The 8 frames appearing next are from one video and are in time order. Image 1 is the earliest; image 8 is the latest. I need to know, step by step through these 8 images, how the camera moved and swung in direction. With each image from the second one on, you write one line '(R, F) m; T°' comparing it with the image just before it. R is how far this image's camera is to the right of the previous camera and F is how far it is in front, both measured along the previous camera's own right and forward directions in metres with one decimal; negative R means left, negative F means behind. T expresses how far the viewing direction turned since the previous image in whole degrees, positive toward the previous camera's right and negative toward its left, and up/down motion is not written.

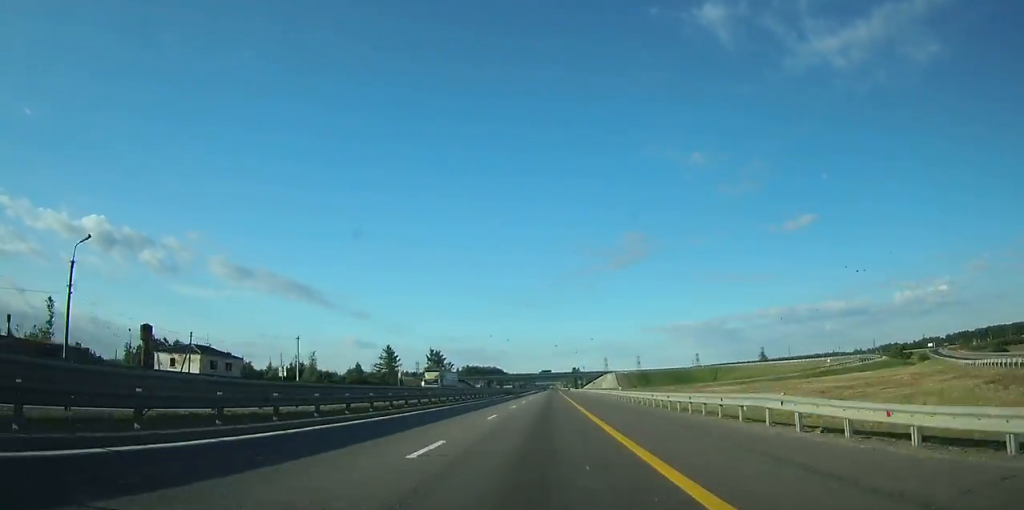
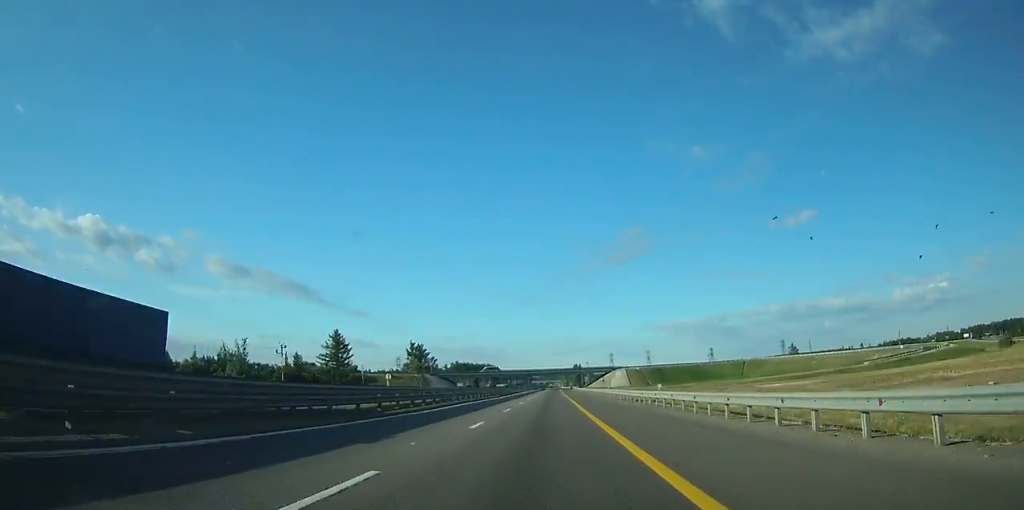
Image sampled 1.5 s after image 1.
(+0.1, +42.0) m; 0°
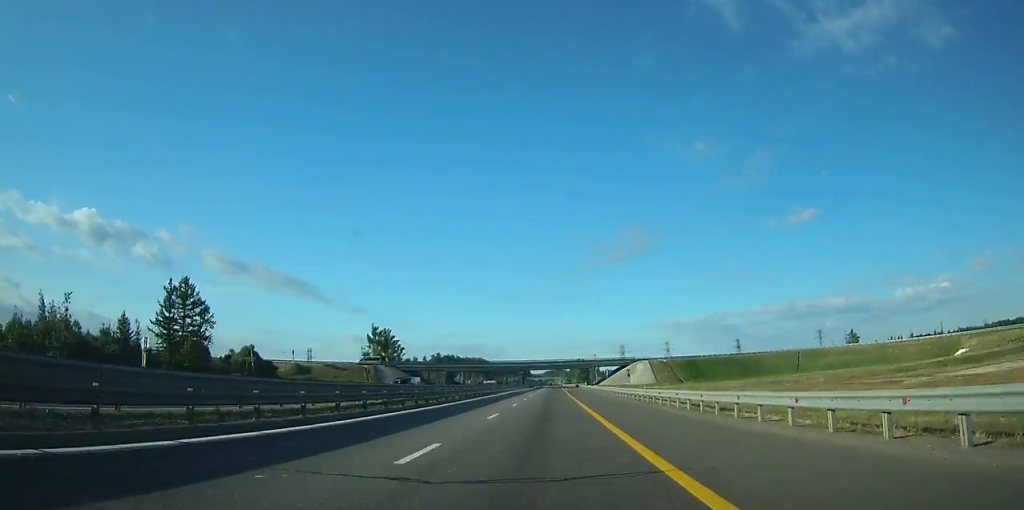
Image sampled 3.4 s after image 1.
(-0.1, +58.1) m; 0°
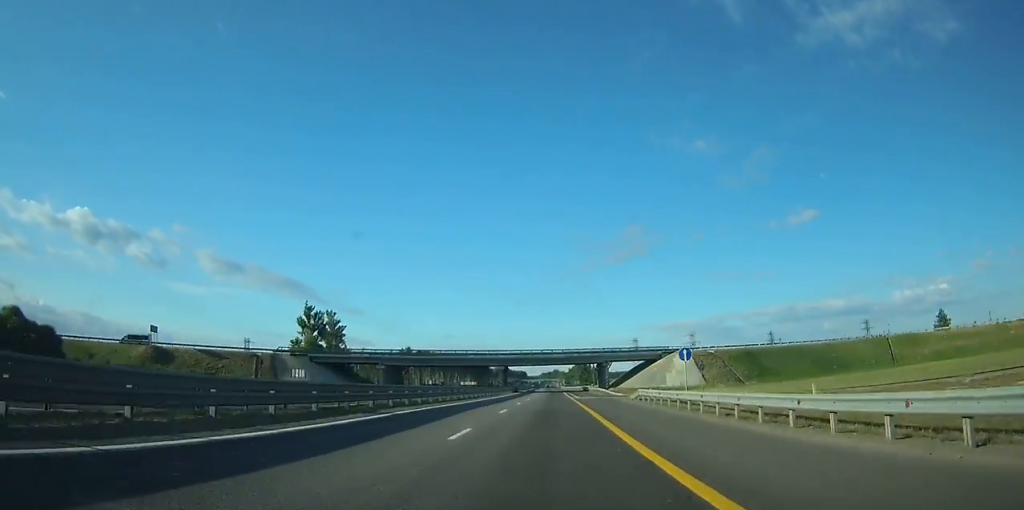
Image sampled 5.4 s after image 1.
(-0.1, +58.6) m; 0°
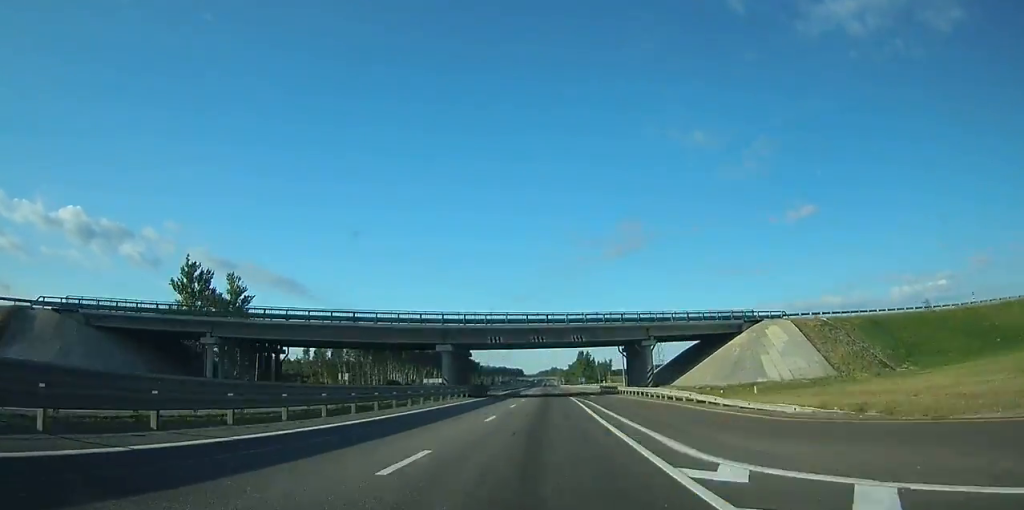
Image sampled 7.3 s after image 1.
(+0.2, +56.0) m; 0°
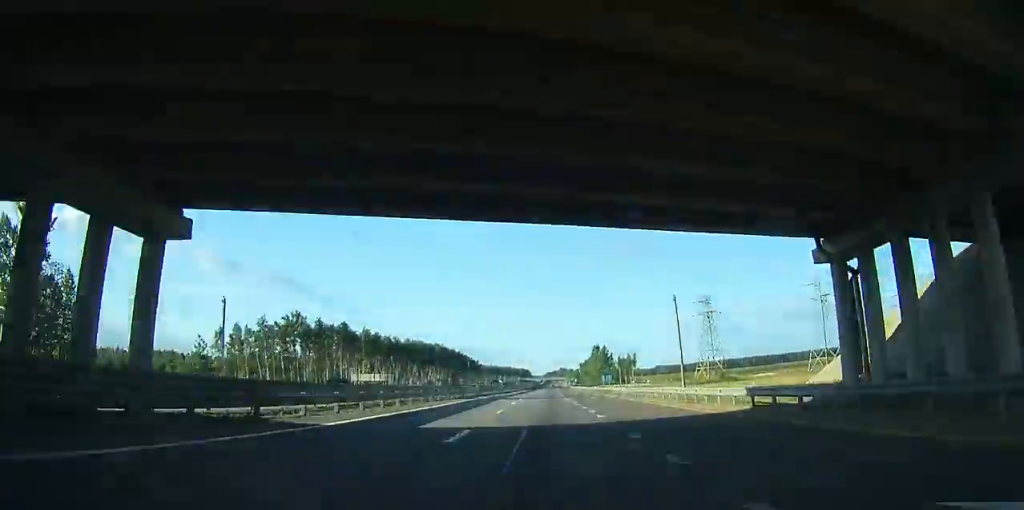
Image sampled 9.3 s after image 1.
(-0.1, +57.6) m; 0°
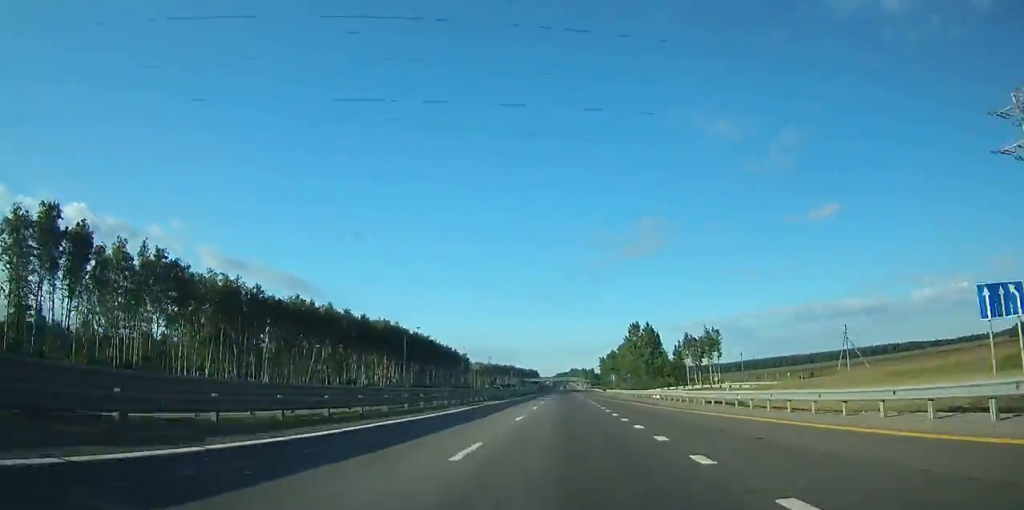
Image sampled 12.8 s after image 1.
(-0.3, +98.5) m; 0°
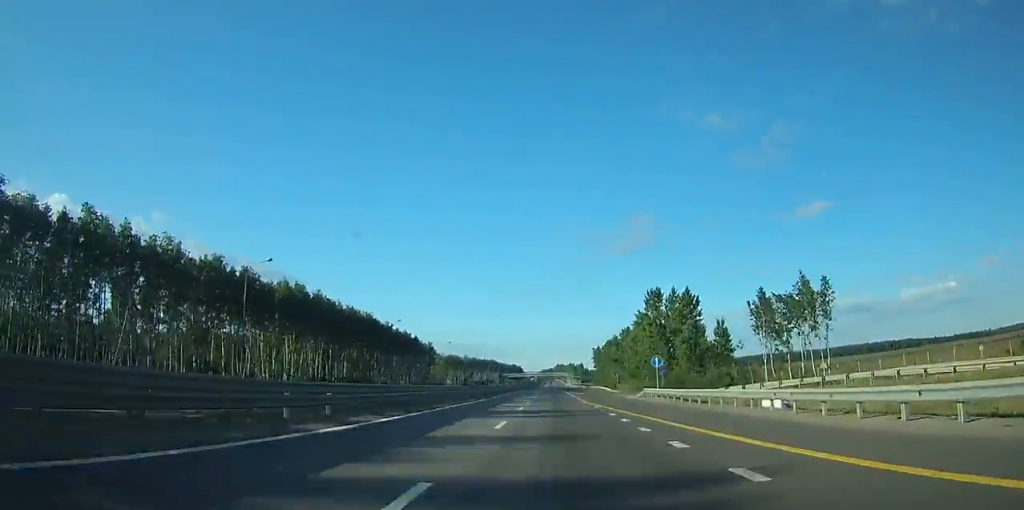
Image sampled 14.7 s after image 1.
(0.0, +50.2) m; 0°
